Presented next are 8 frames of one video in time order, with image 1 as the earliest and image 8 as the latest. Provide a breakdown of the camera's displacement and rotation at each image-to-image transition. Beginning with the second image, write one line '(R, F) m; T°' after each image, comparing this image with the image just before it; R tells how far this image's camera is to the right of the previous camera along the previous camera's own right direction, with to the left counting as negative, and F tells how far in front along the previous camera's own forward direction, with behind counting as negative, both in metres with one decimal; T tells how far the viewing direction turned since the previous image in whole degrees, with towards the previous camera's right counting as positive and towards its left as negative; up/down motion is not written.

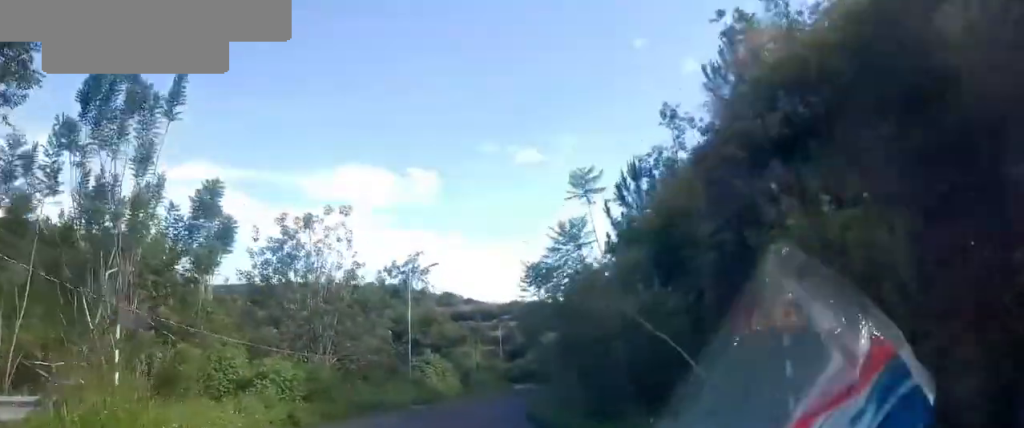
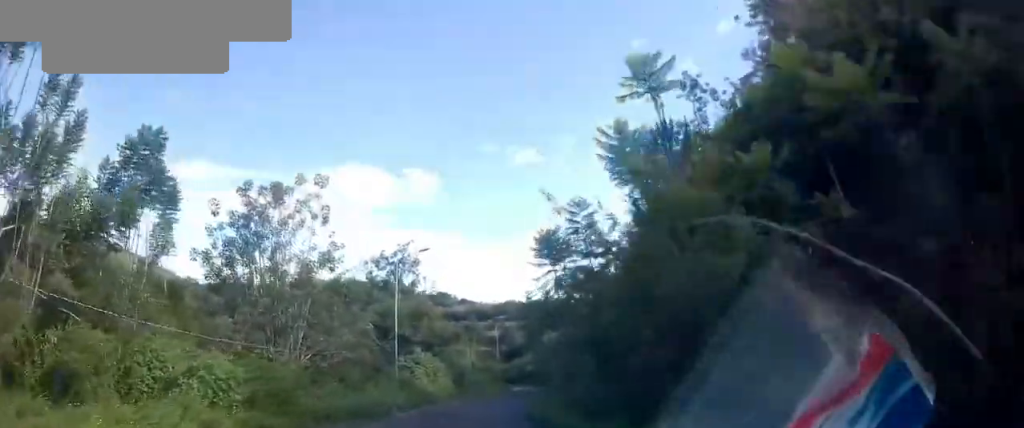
(+0.1, +4.5) m; +1°
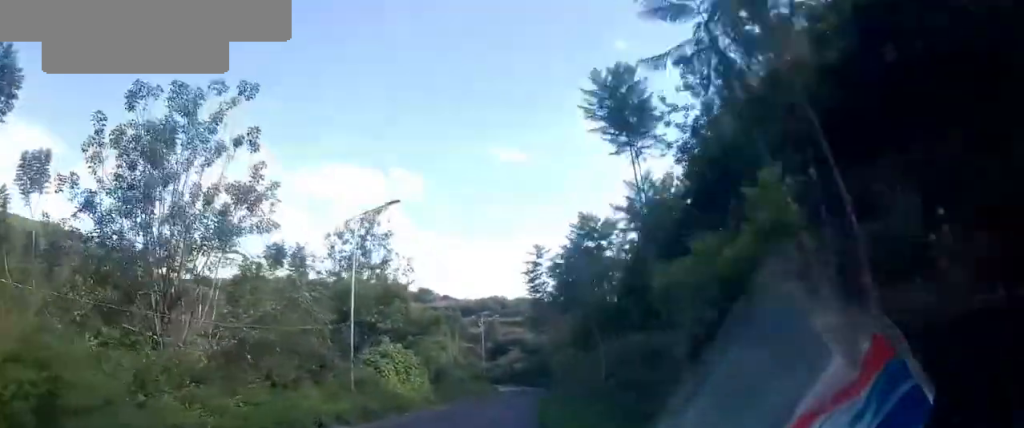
(0.0, +8.2) m; 0°
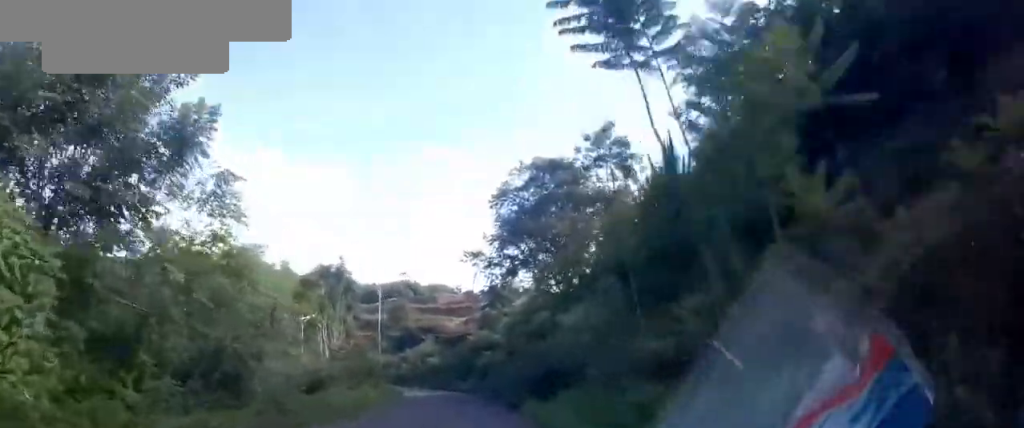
(+0.5, +24.3) m; +5°
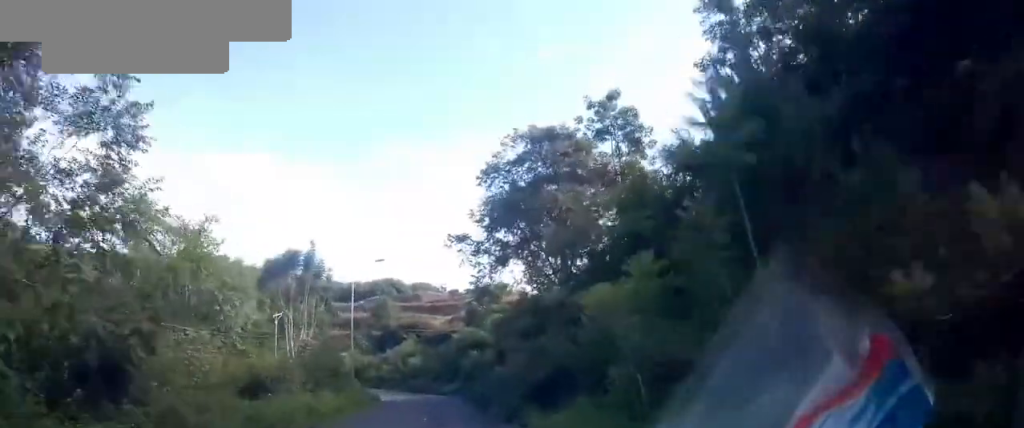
(-0.2, +4.2) m; +4°
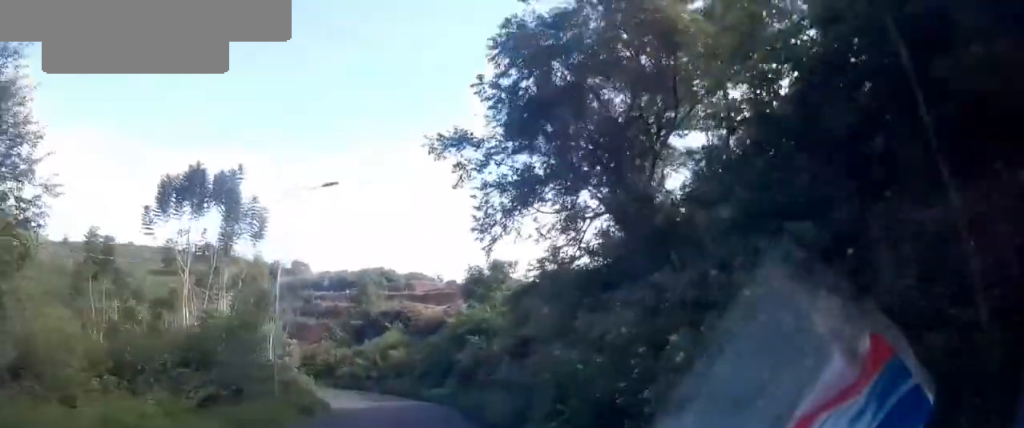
(+1.6, +13.8) m; +6°
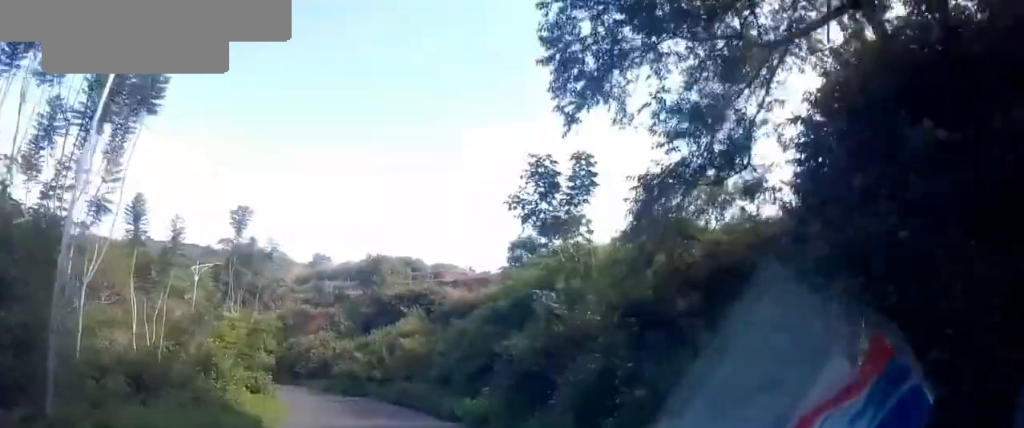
(-0.9, +14.0) m; -5°
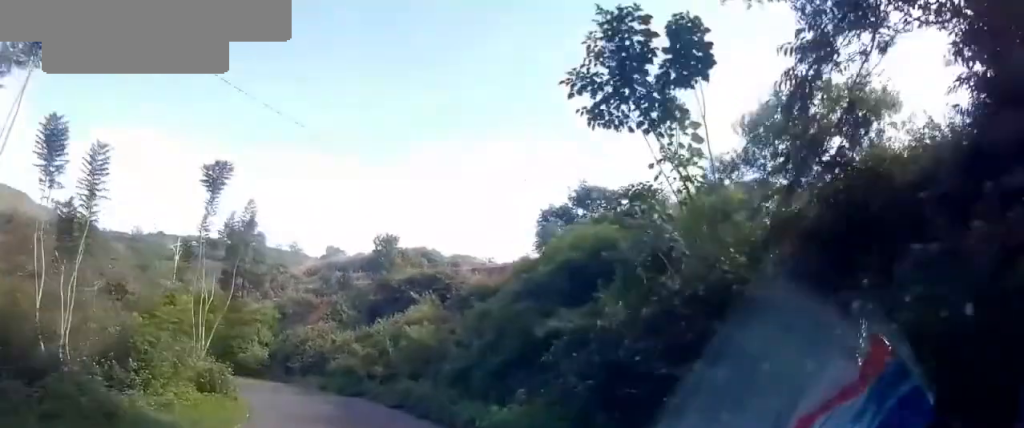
(0.0, +5.8) m; -1°
